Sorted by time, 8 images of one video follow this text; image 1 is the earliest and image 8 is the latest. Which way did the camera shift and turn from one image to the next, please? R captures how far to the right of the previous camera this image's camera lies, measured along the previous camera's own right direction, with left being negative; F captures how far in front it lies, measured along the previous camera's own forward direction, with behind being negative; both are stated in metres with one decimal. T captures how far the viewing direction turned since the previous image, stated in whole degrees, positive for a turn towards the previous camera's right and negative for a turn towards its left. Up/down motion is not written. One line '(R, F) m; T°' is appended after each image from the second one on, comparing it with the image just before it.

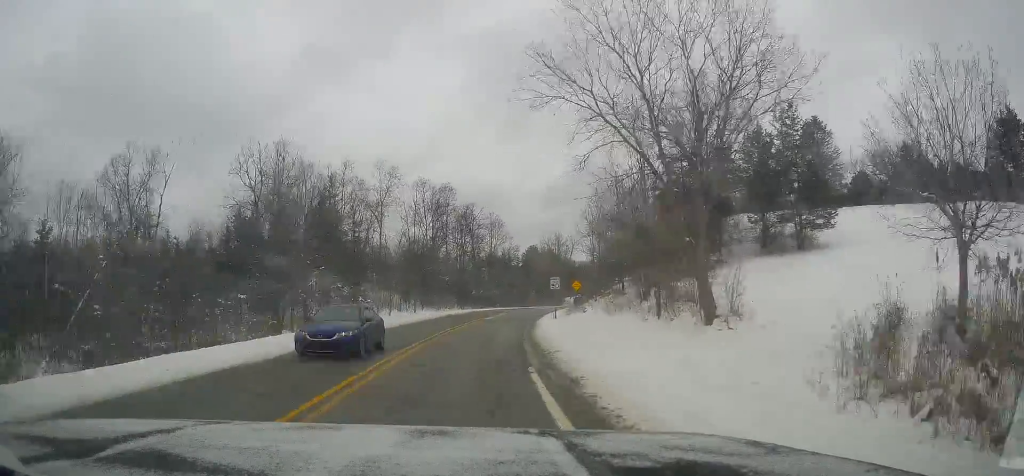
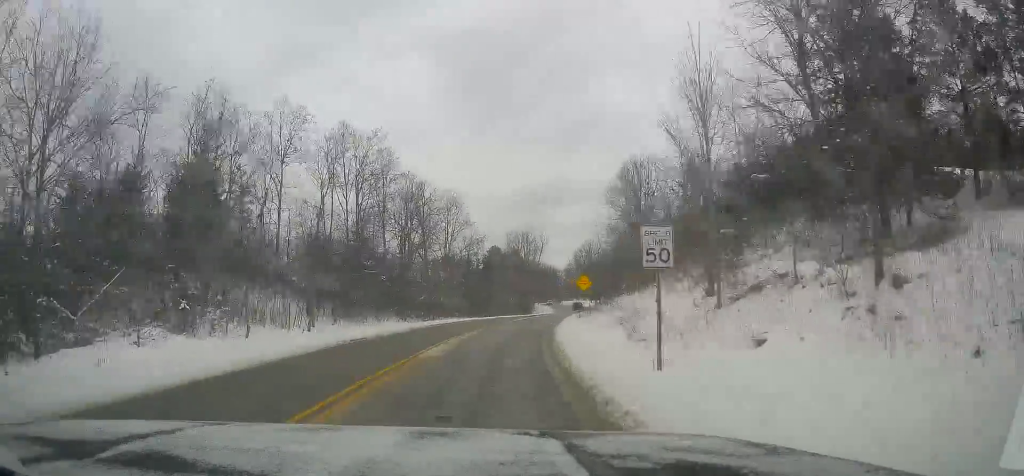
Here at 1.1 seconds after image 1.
(0.0, +26.0) m; +1°
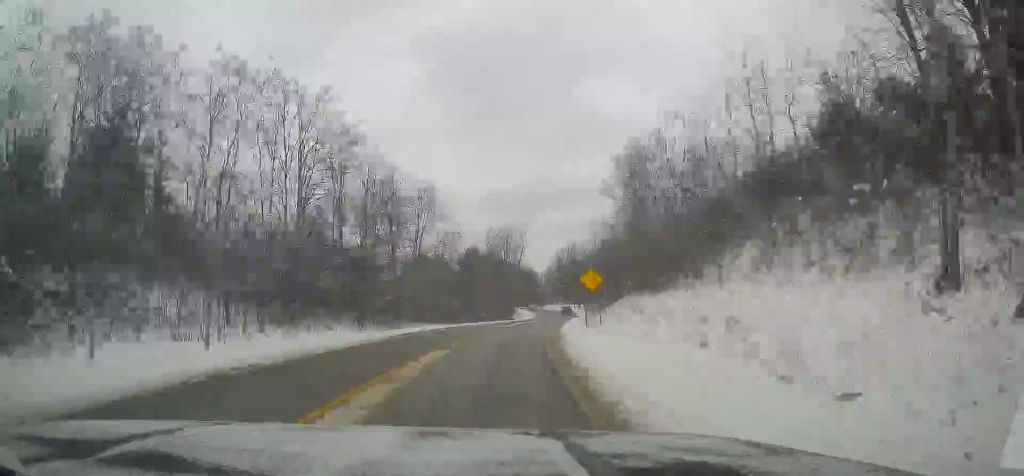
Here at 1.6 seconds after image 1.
(+0.2, +10.9) m; +2°
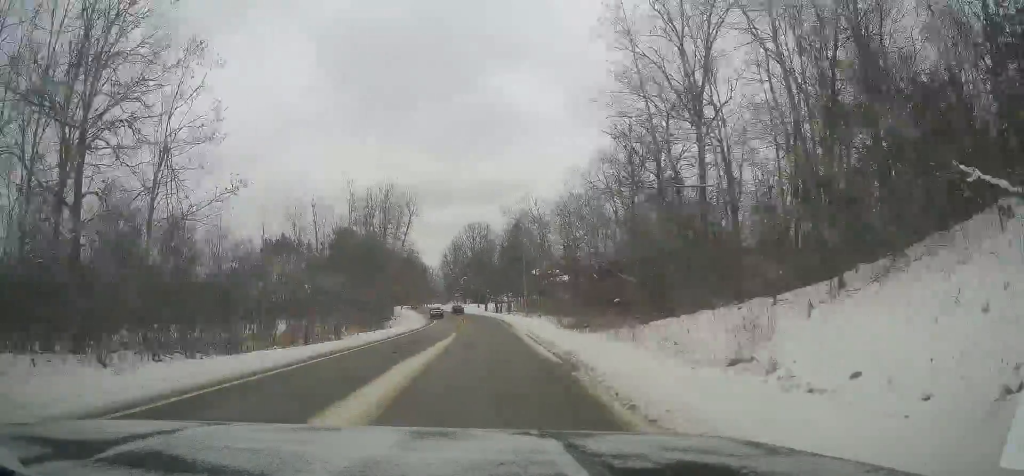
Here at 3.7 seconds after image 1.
(+5.1, +49.1) m; +11°
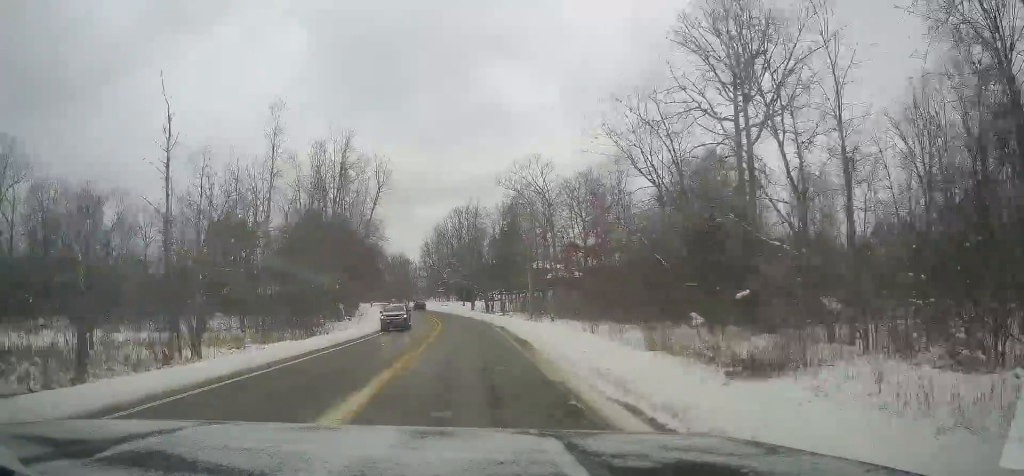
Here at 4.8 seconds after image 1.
(+0.7, +25.5) m; +2°
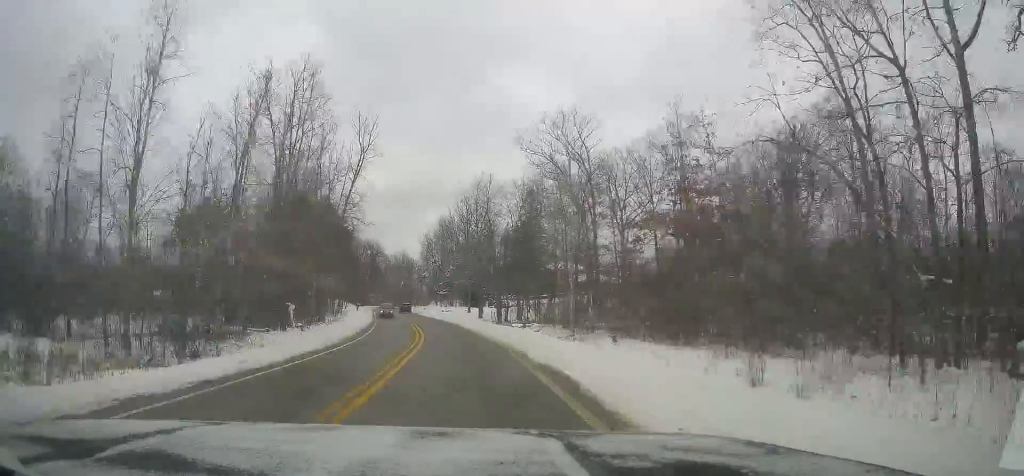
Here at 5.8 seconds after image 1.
(+0.2, +21.2) m; +1°
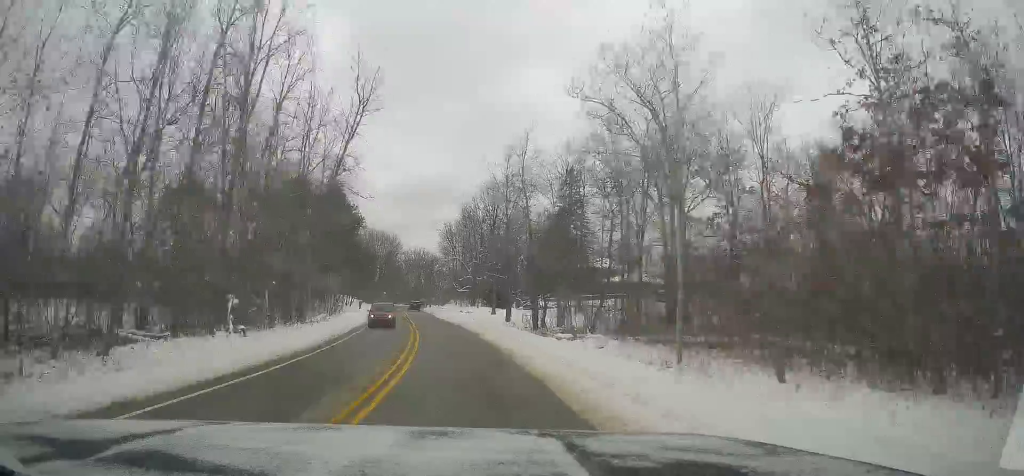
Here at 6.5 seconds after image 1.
(+0.1, +15.6) m; 0°
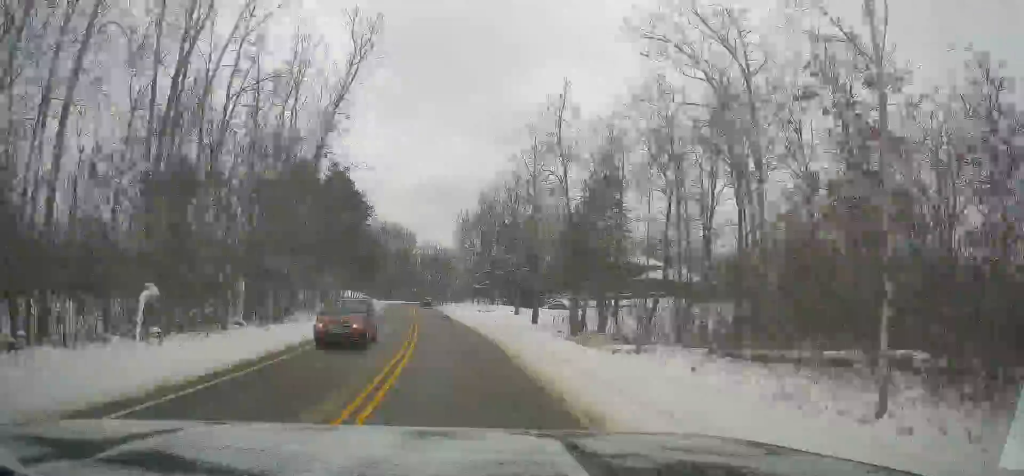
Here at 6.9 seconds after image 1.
(+0.1, +10.2) m; 0°
